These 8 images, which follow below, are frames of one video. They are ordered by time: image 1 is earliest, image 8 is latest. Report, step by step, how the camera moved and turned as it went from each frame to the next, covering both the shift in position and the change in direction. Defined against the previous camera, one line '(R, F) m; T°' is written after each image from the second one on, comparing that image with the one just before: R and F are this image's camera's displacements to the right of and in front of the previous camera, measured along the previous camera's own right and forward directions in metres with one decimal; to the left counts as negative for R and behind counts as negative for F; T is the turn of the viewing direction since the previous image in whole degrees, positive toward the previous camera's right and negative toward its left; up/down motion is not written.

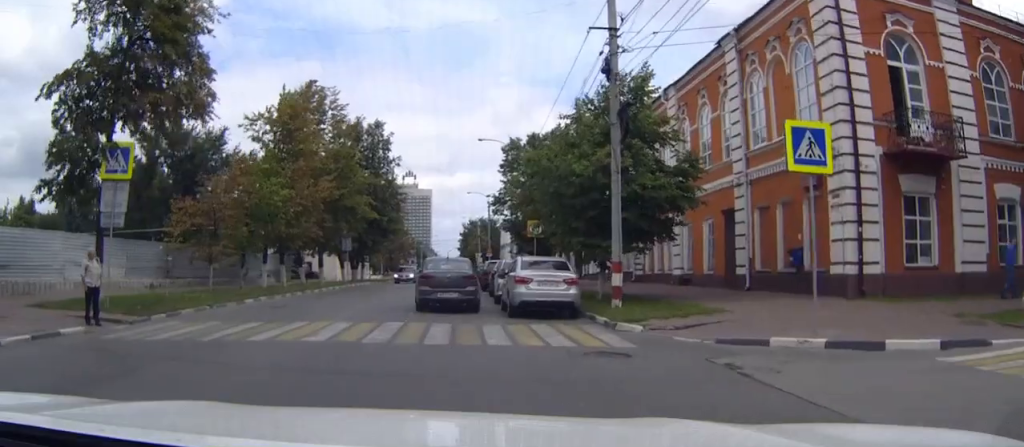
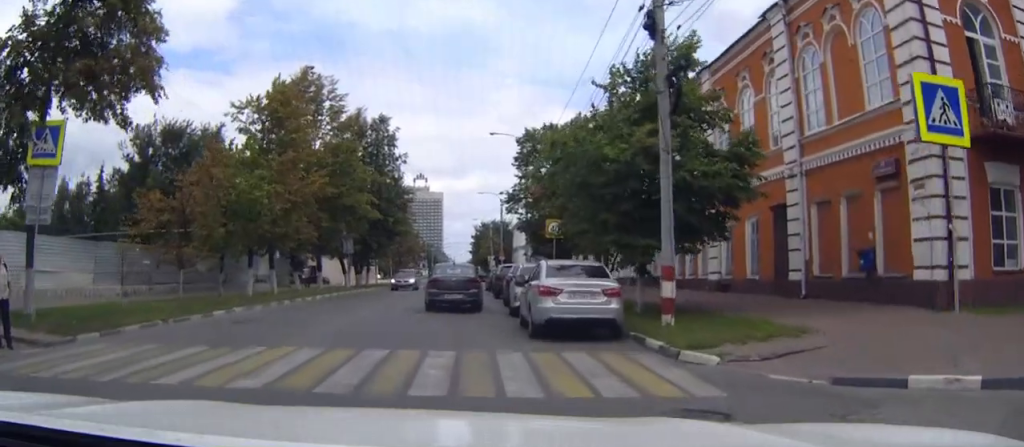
(-0.1, +4.2) m; -2°
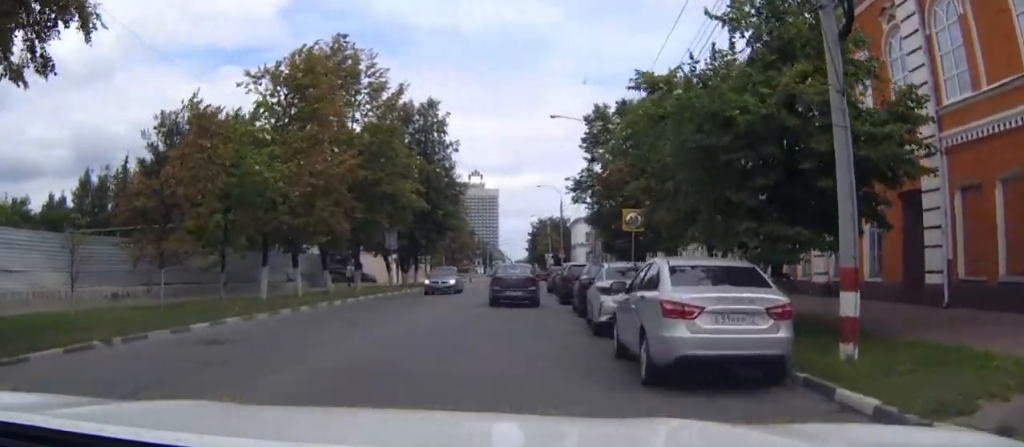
(-0.2, +5.6) m; -2°
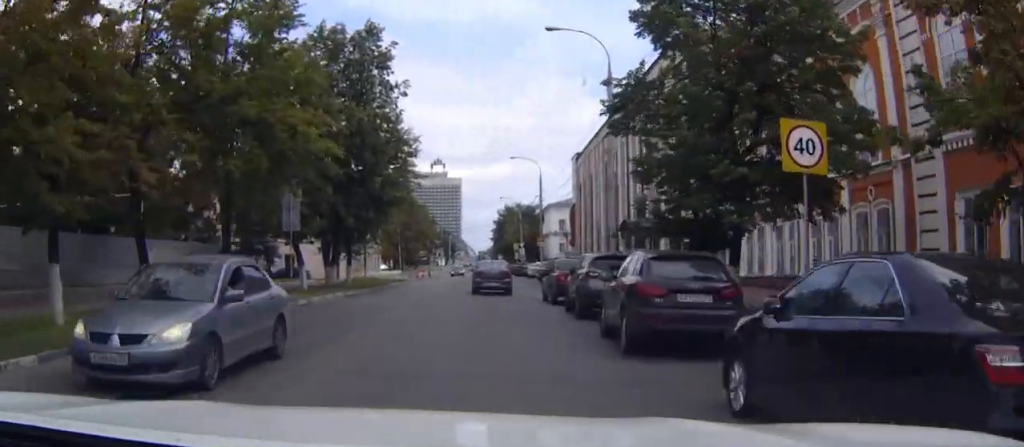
(+0.3, +16.4) m; +3°
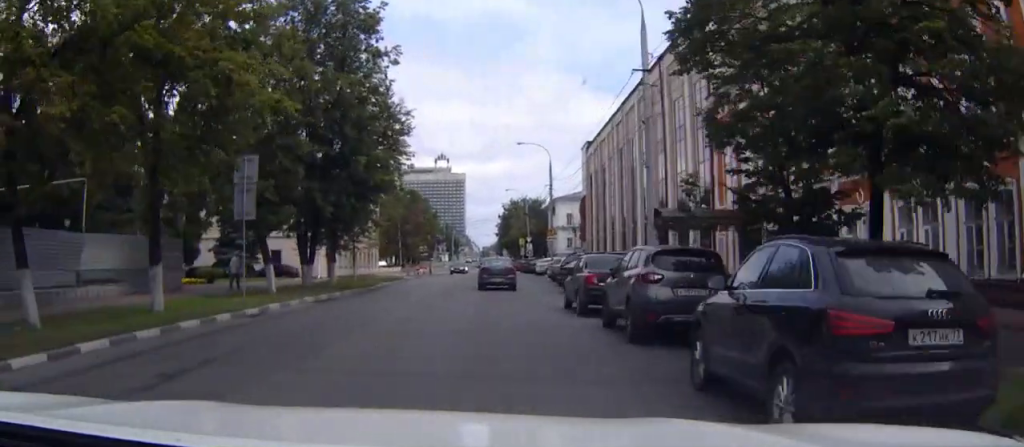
(+0.1, +5.8) m; 0°
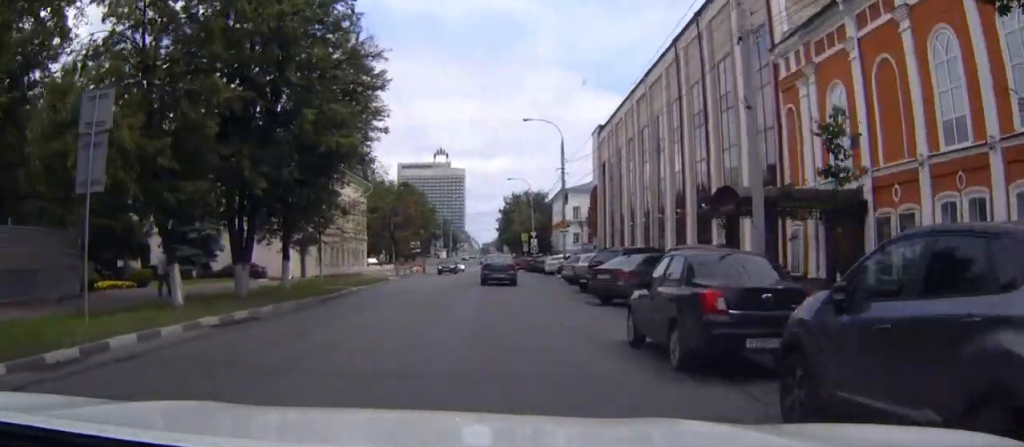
(-0.2, +9.5) m; -1°
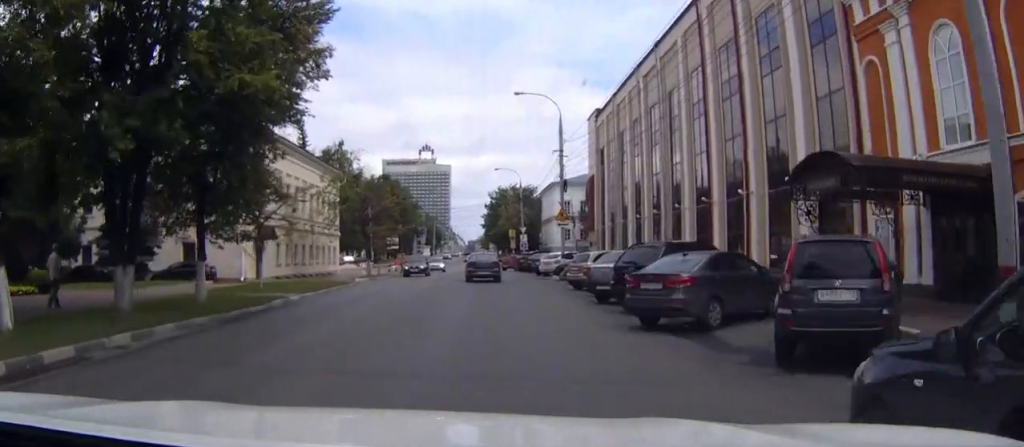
(0.0, +8.0) m; +1°
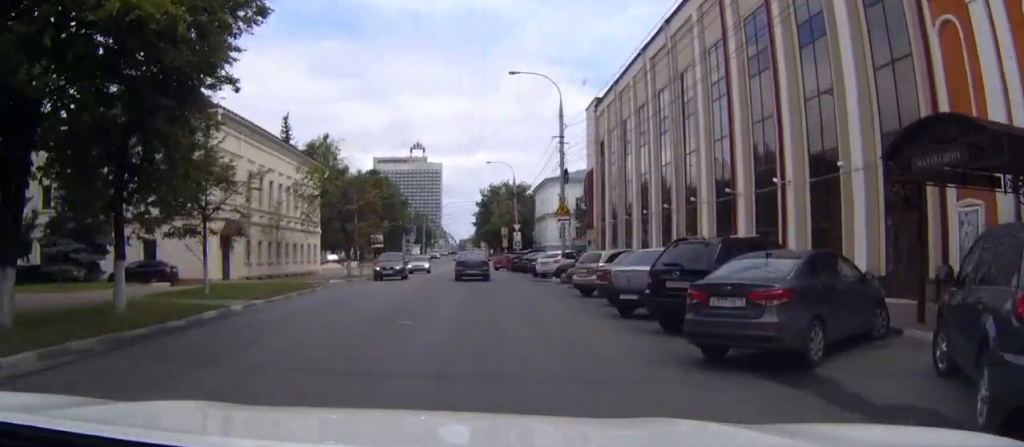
(+0.1, +5.0) m; 0°
